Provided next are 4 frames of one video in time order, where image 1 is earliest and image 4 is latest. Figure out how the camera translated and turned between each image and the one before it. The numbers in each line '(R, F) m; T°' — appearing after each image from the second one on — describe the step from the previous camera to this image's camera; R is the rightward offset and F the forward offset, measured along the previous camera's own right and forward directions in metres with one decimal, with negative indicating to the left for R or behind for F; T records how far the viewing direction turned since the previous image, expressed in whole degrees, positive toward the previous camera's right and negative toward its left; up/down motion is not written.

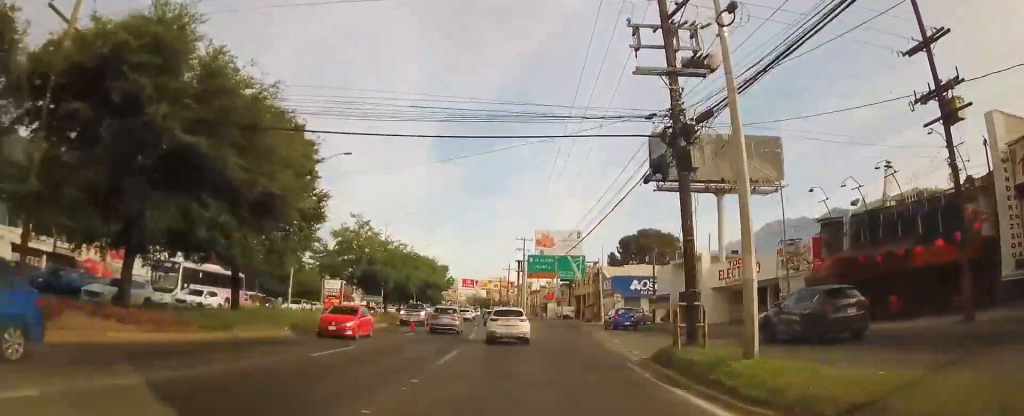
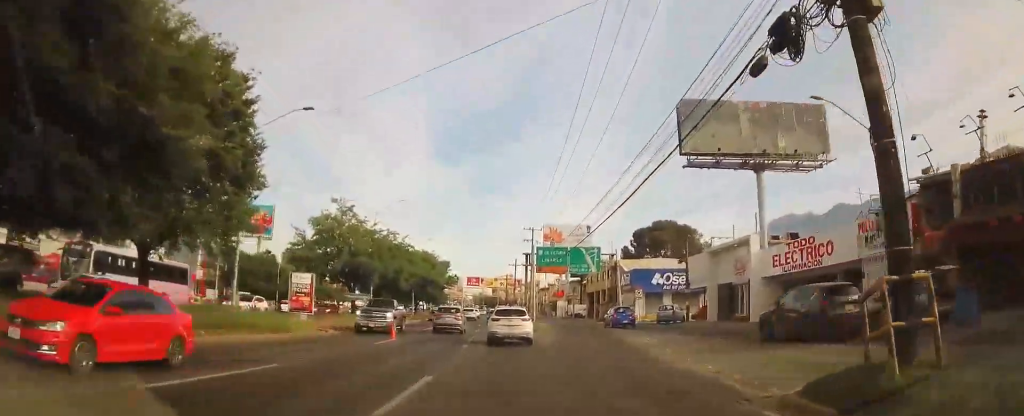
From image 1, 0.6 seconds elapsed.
(-0.2, +8.0) m; -1°
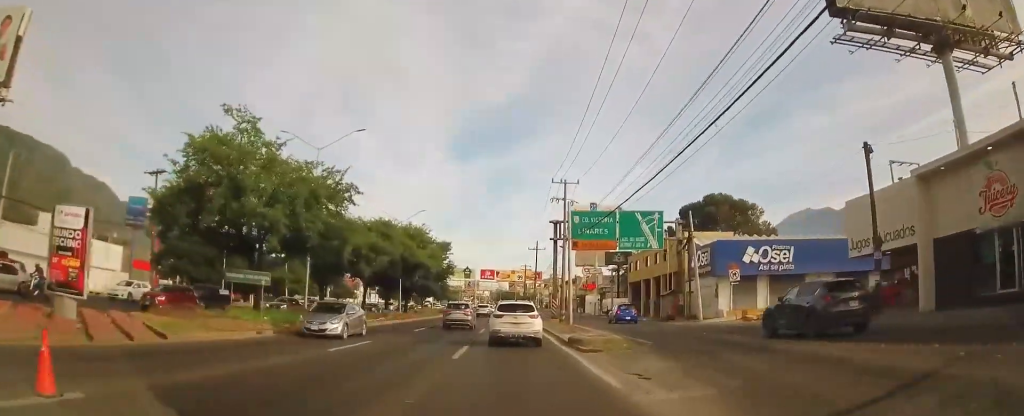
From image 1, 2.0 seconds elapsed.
(-0.1, +21.5) m; 0°
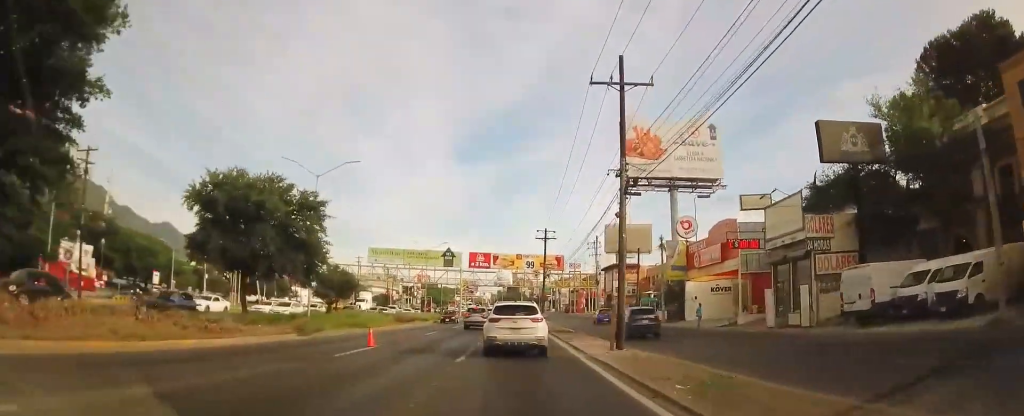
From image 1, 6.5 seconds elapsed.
(0.0, +60.8) m; +1°
